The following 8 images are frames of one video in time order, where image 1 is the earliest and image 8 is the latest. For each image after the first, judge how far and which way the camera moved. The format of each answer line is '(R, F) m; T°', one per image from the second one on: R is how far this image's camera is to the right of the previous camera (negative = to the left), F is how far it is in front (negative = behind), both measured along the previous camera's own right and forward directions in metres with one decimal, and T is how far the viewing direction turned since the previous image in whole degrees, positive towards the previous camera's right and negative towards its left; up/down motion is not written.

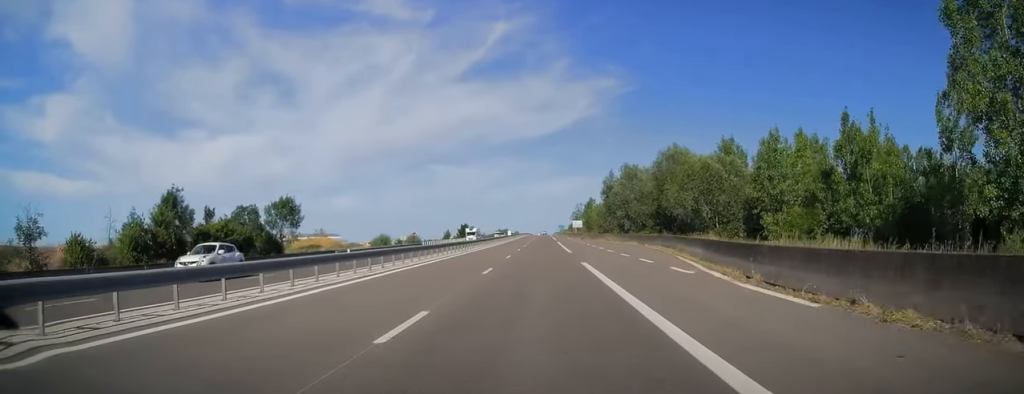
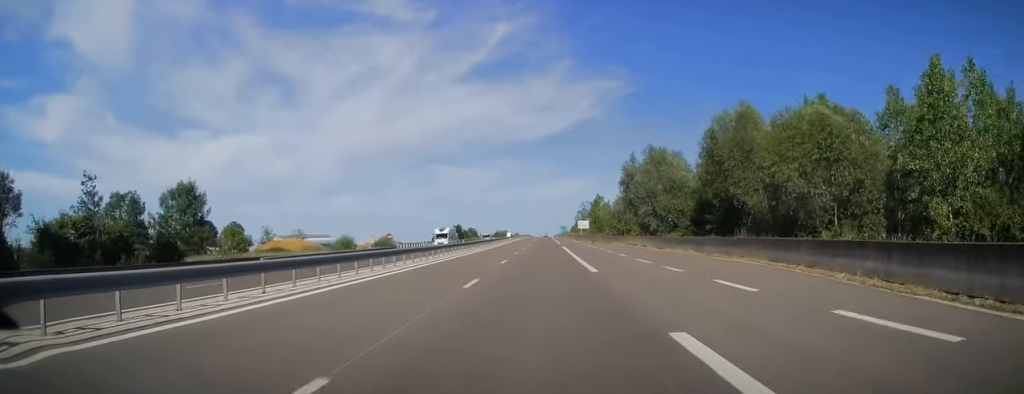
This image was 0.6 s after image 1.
(-0.1, +18.0) m; 0°
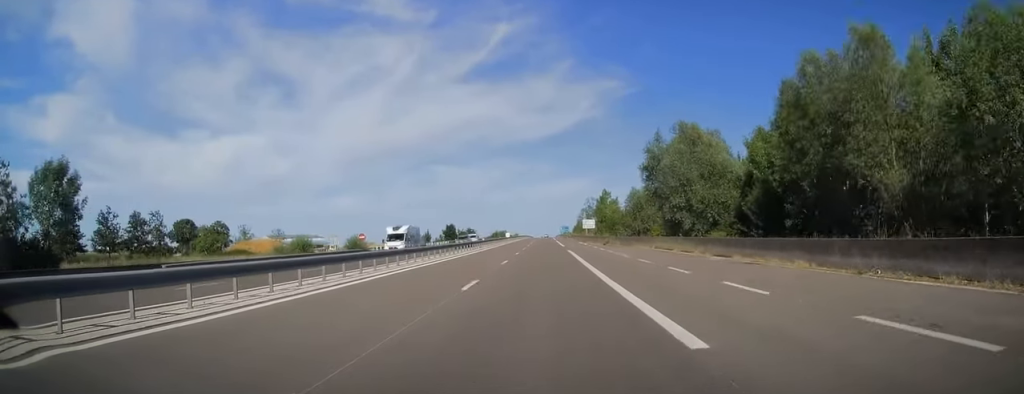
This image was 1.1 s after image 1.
(0.0, +13.6) m; 0°
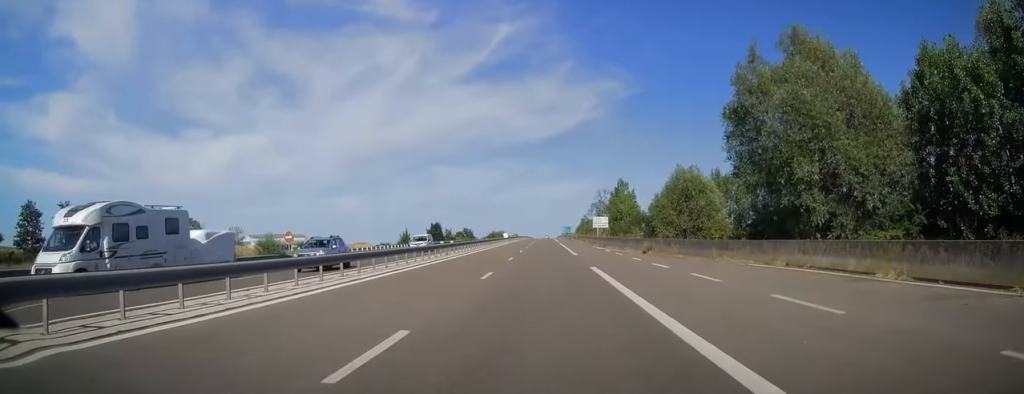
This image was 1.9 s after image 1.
(0.0, +22.4) m; 0°
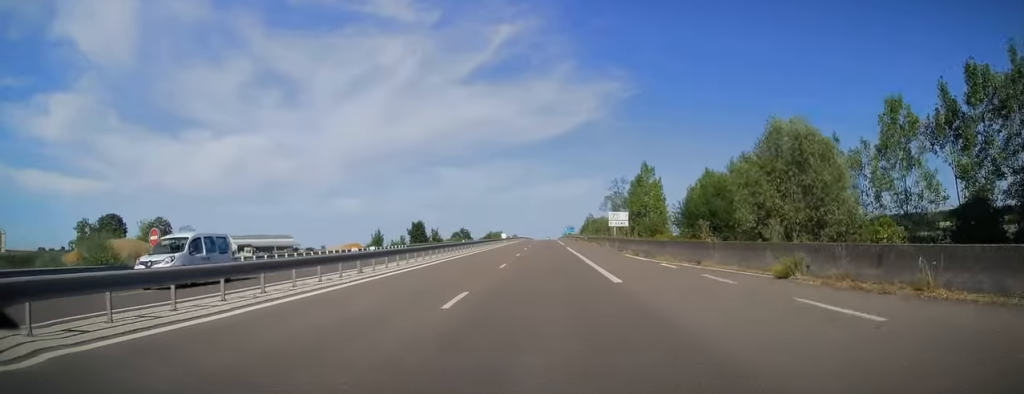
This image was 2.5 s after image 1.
(0.0, +20.4) m; 0°
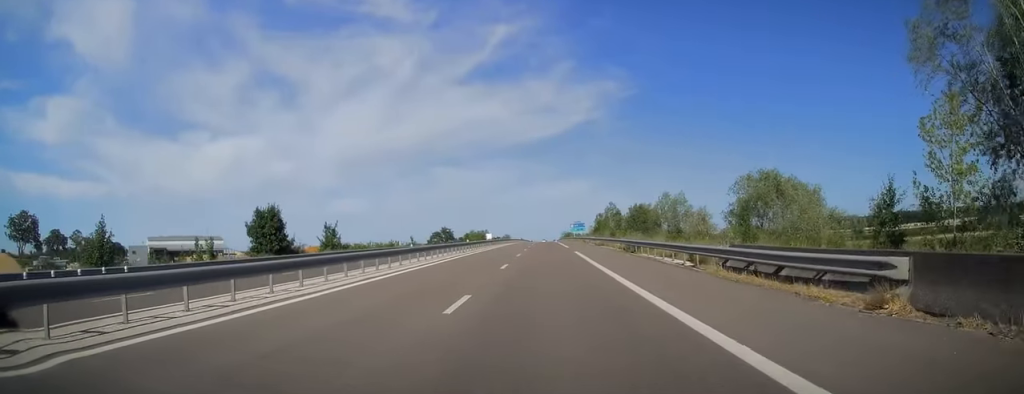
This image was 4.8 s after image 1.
(0.0, +65.6) m; 0°
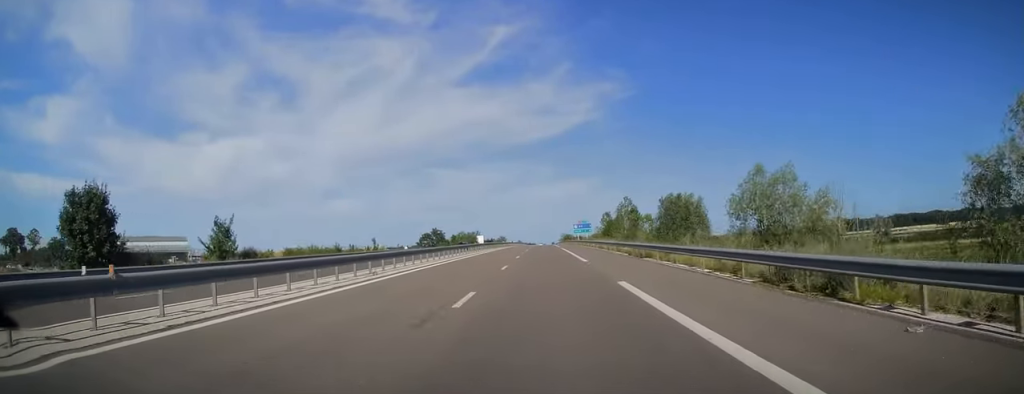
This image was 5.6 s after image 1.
(0.0, +24.8) m; 0°
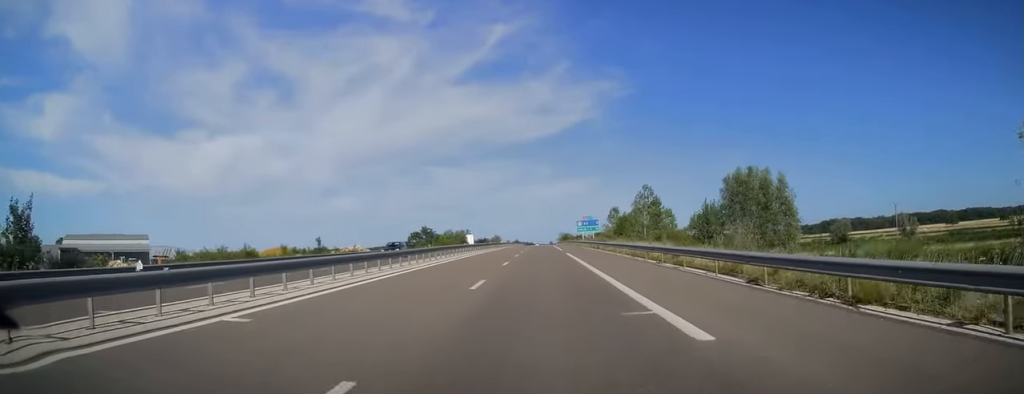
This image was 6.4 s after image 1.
(0.0, +21.9) m; +1°
